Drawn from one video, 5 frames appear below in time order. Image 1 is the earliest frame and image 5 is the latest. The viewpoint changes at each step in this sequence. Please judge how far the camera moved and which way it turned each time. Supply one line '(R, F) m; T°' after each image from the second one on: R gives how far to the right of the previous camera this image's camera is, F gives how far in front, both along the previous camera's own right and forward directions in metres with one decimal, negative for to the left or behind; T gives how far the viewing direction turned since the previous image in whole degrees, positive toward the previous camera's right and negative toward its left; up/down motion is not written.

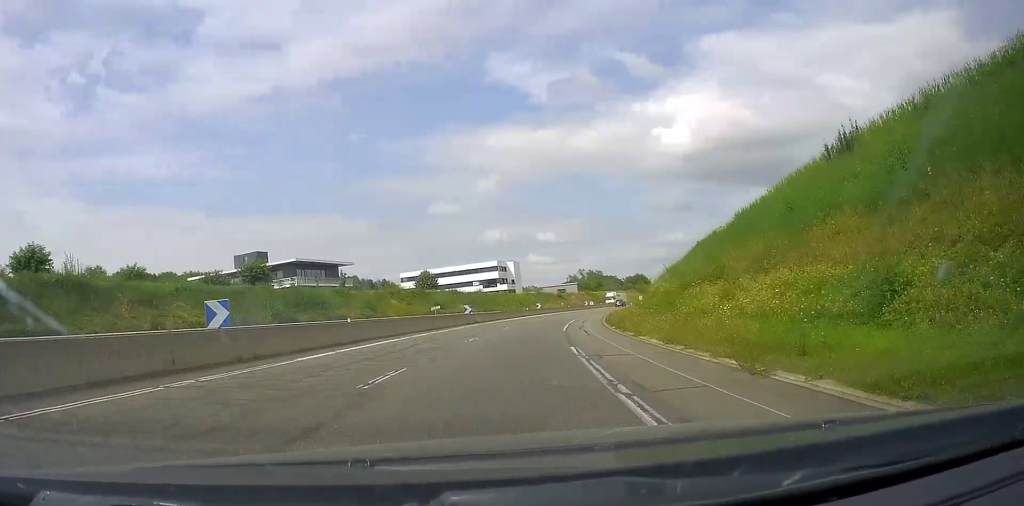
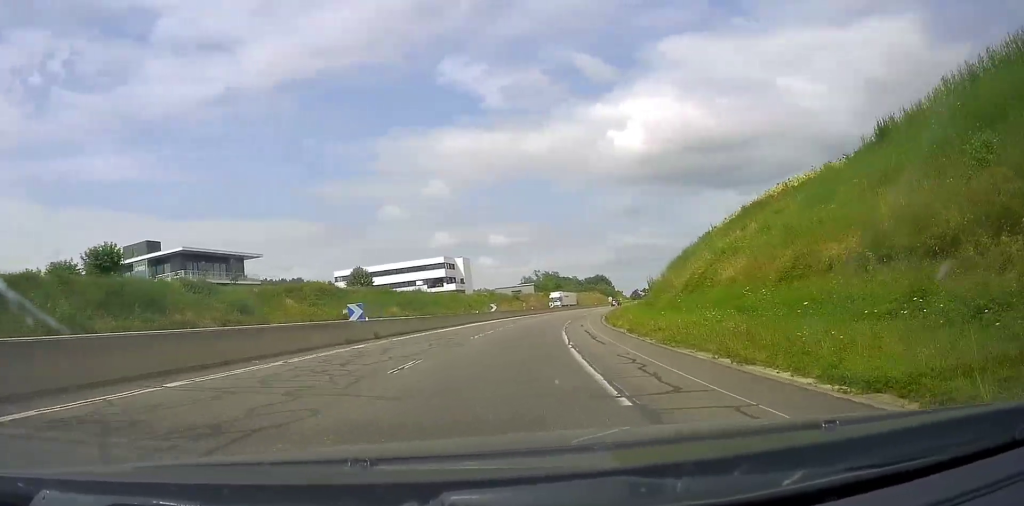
(+1.3, +22.2) m; +4°
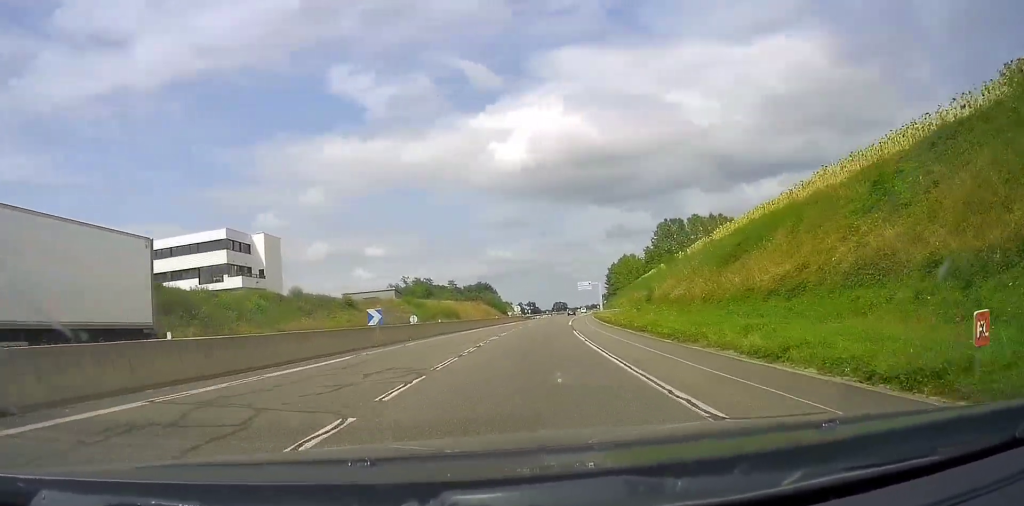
(+5.2, +59.1) m; +10°
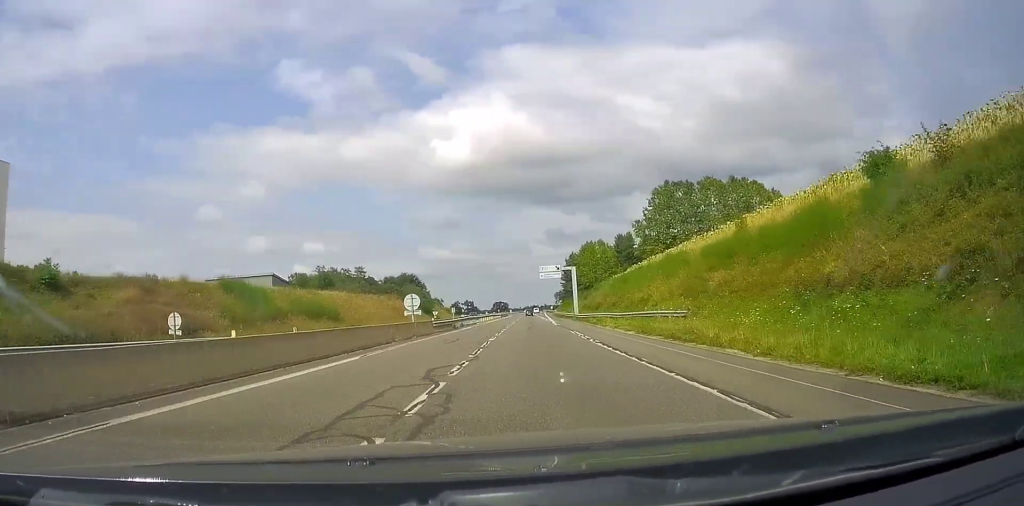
(+2.6, +48.4) m; +6°
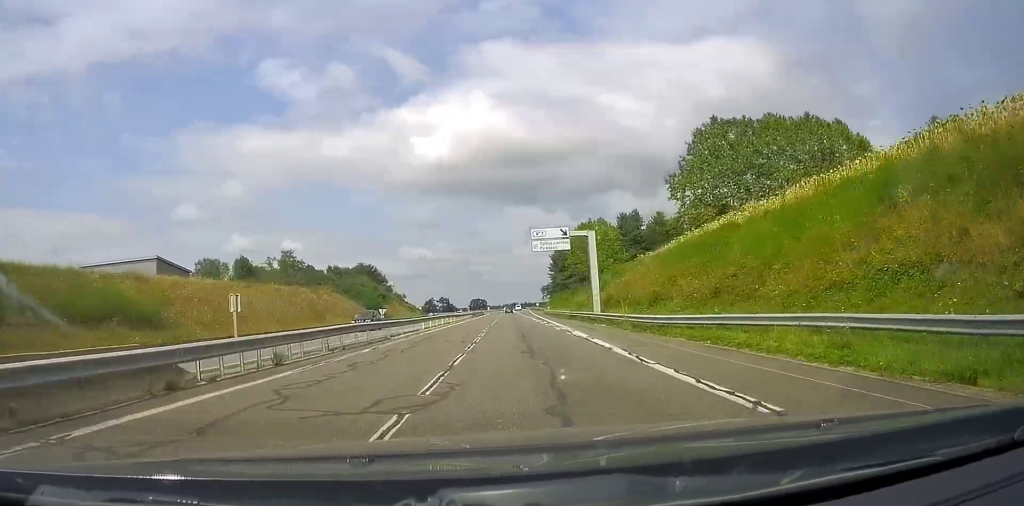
(+1.4, +41.8) m; +3°
